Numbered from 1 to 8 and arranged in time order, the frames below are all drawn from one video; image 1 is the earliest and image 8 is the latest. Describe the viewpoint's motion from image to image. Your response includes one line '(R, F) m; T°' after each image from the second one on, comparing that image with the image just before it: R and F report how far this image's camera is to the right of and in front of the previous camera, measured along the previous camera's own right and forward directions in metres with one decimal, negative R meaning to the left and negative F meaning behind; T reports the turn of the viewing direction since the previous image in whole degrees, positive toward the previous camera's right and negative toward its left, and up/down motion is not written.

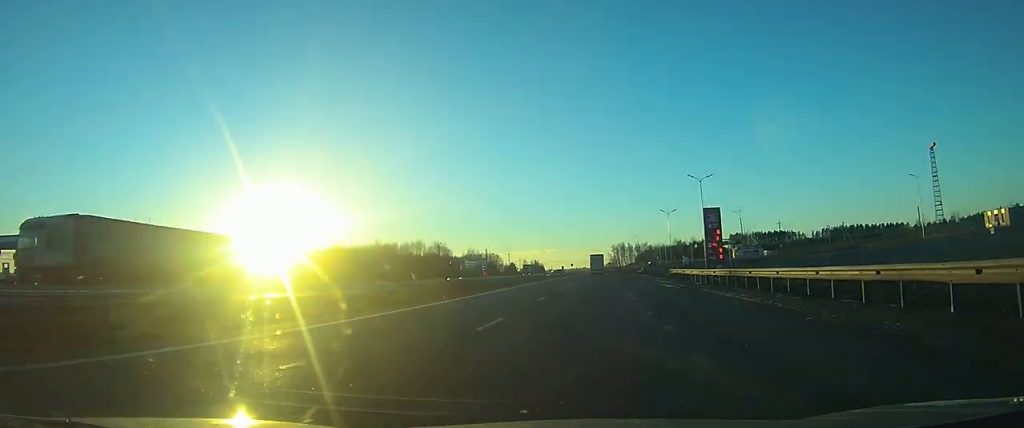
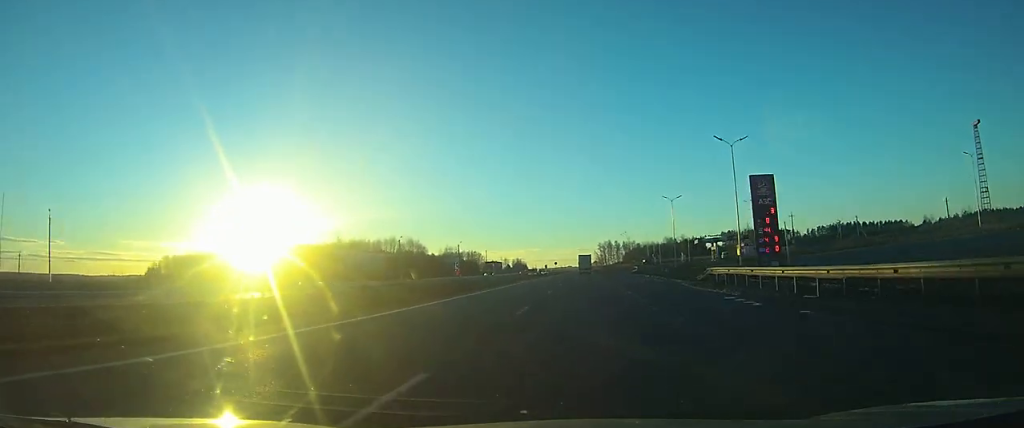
(0.0, +18.9) m; +1°
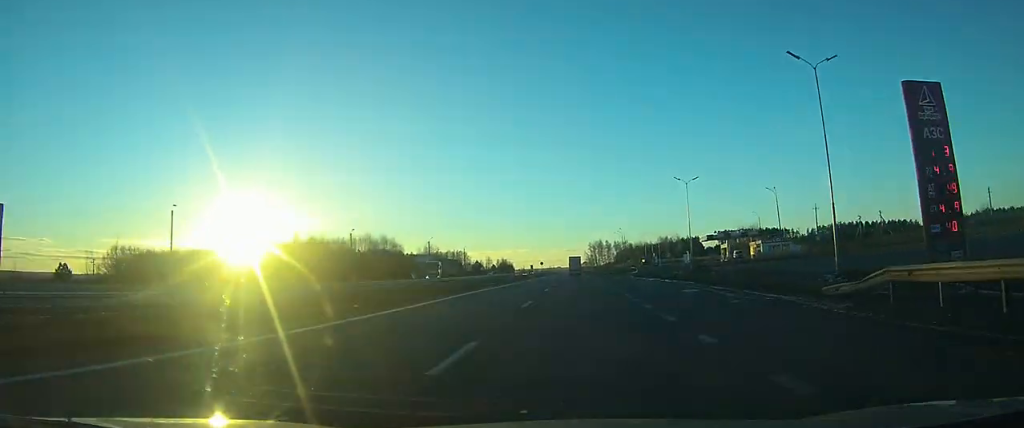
(+0.2, +21.7) m; +1°
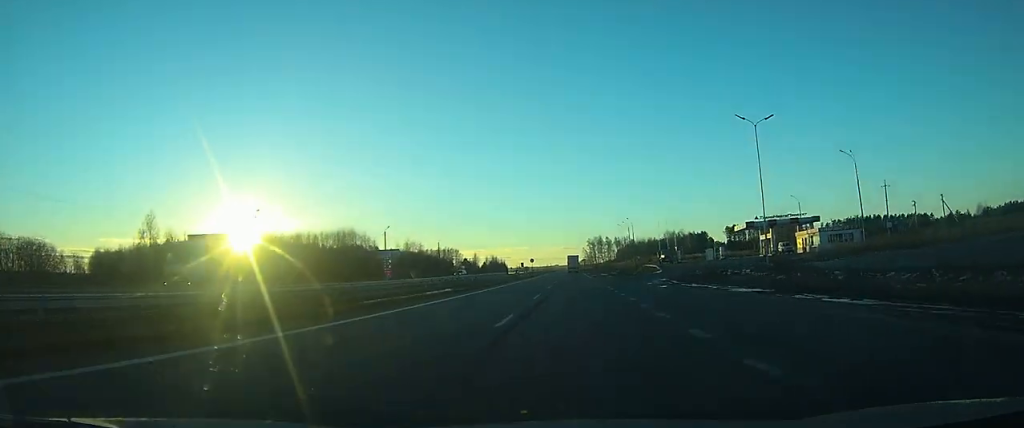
(+0.2, +31.2) m; +1°
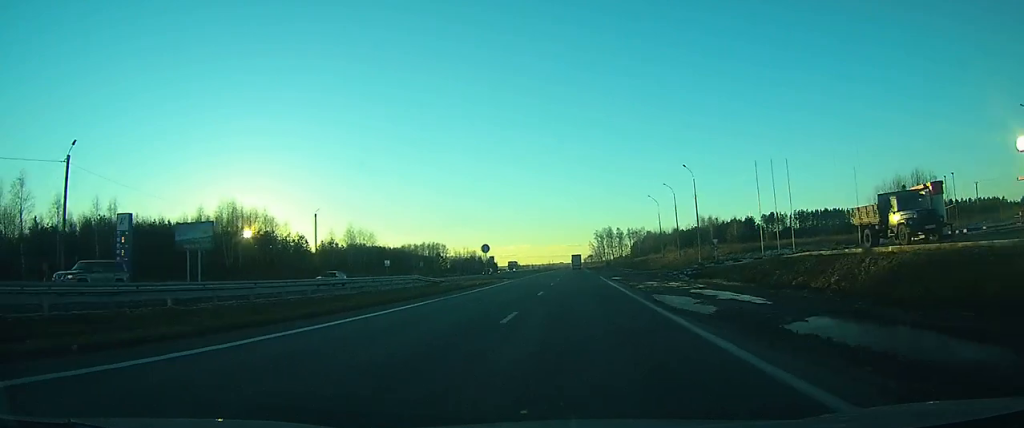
(+0.3, +72.9) m; 0°
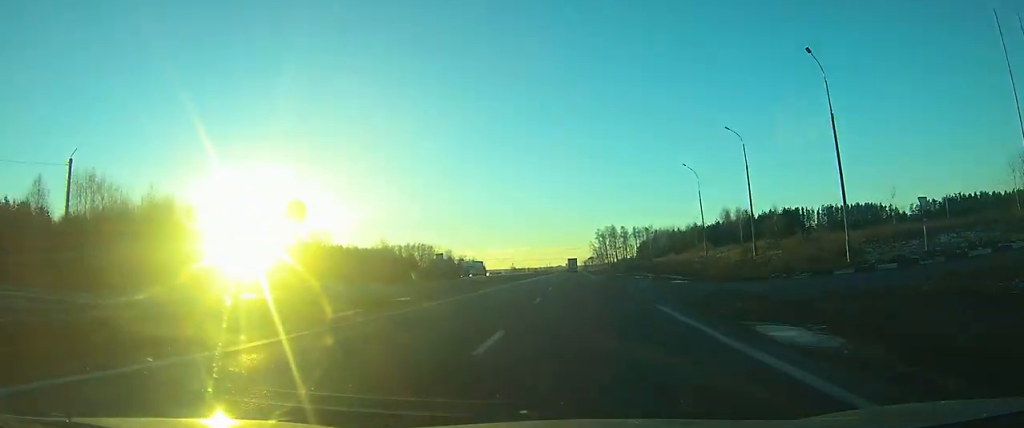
(-0.2, +40.0) m; 0°
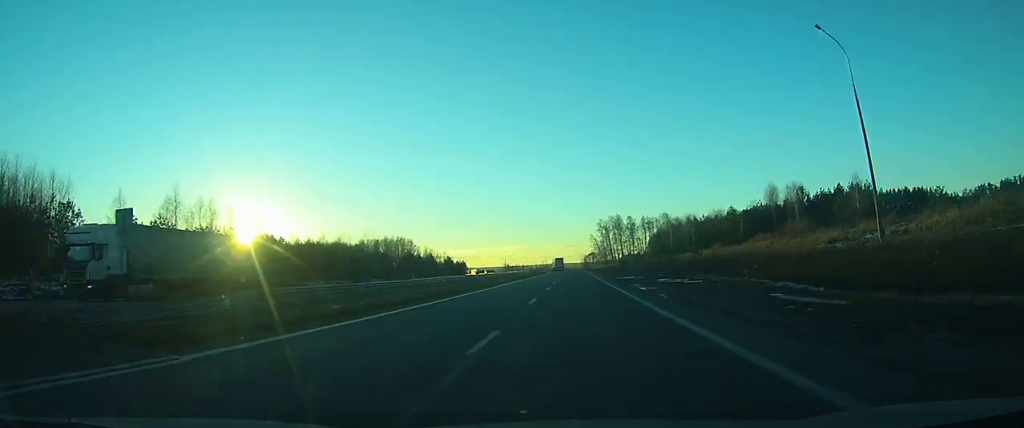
(0.0, +48.9) m; 0°
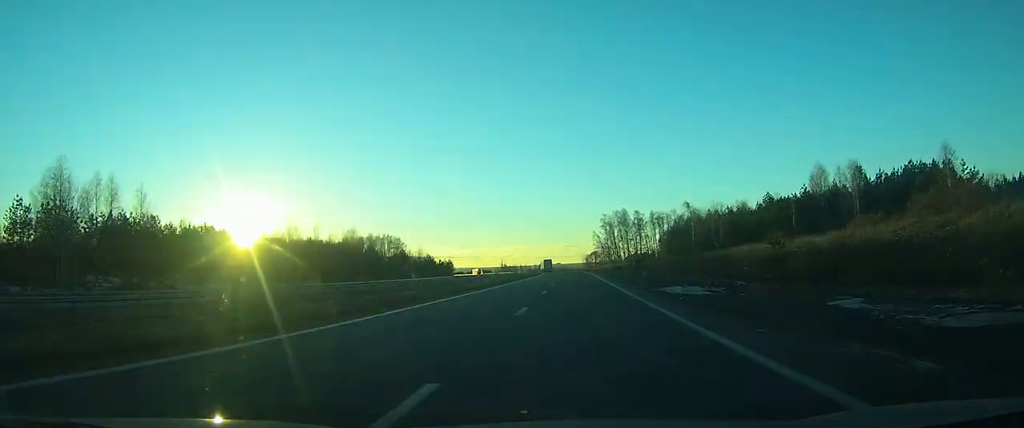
(0.0, +30.5) m; 0°
